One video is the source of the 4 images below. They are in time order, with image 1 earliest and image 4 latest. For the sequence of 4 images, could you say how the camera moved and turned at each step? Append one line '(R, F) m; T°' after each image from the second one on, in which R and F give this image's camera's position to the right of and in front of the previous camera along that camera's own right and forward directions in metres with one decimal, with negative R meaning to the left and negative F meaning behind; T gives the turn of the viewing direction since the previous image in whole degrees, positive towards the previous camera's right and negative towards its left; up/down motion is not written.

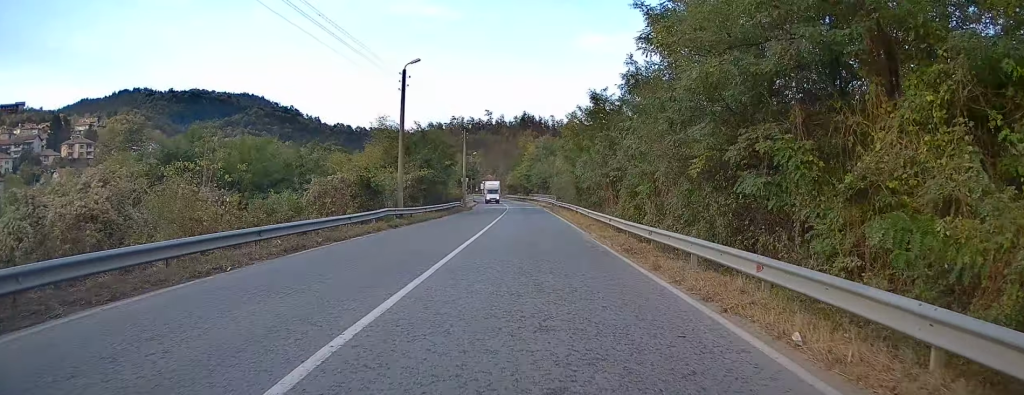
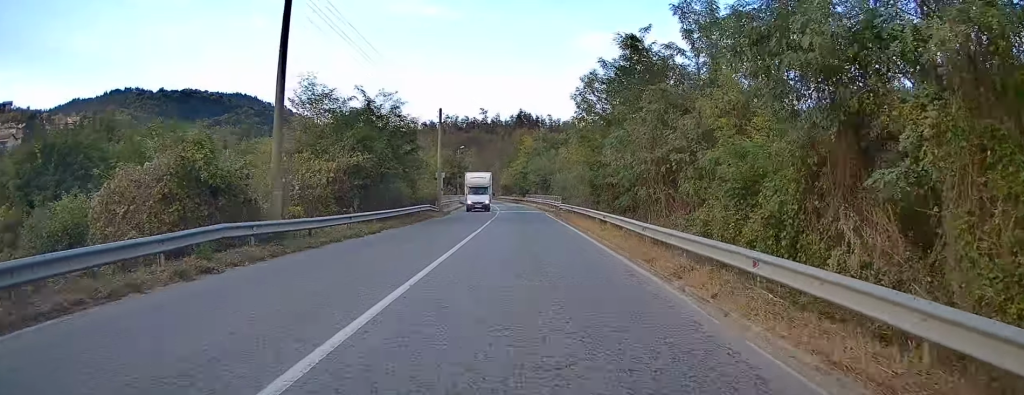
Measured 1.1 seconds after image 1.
(-0.1, +16.1) m; 0°
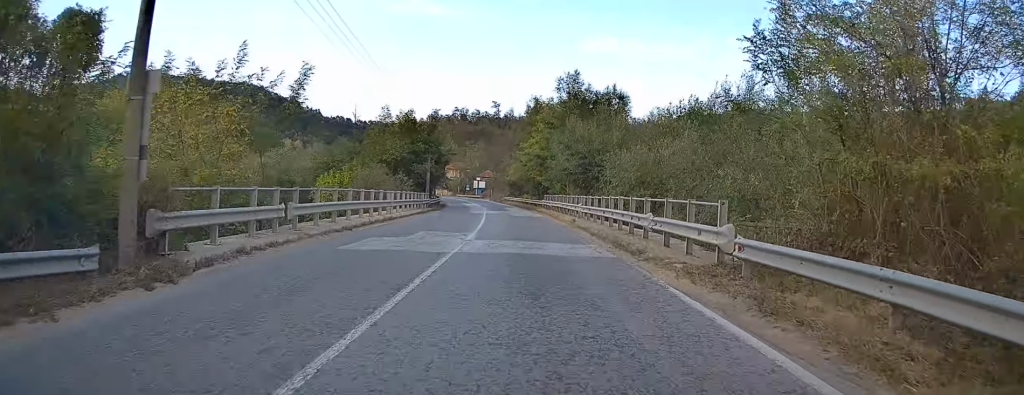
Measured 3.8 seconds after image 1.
(-0.1, +38.9) m; -1°
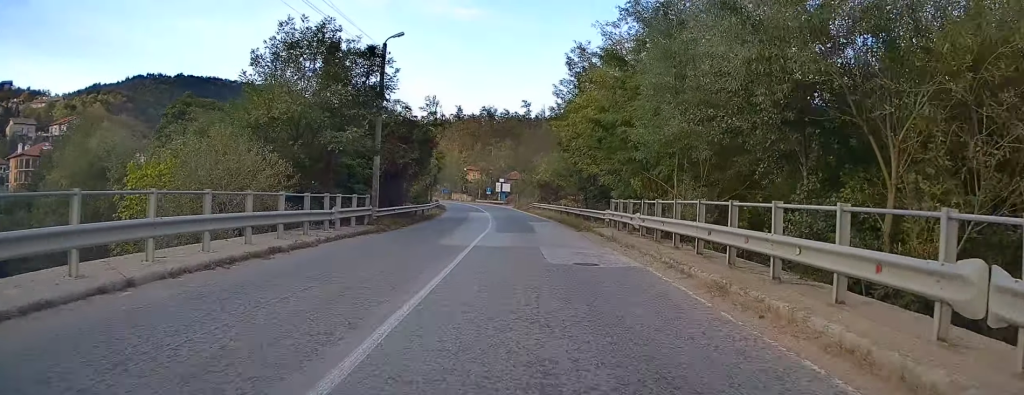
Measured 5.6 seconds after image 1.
(0.0, +27.0) m; -1°
